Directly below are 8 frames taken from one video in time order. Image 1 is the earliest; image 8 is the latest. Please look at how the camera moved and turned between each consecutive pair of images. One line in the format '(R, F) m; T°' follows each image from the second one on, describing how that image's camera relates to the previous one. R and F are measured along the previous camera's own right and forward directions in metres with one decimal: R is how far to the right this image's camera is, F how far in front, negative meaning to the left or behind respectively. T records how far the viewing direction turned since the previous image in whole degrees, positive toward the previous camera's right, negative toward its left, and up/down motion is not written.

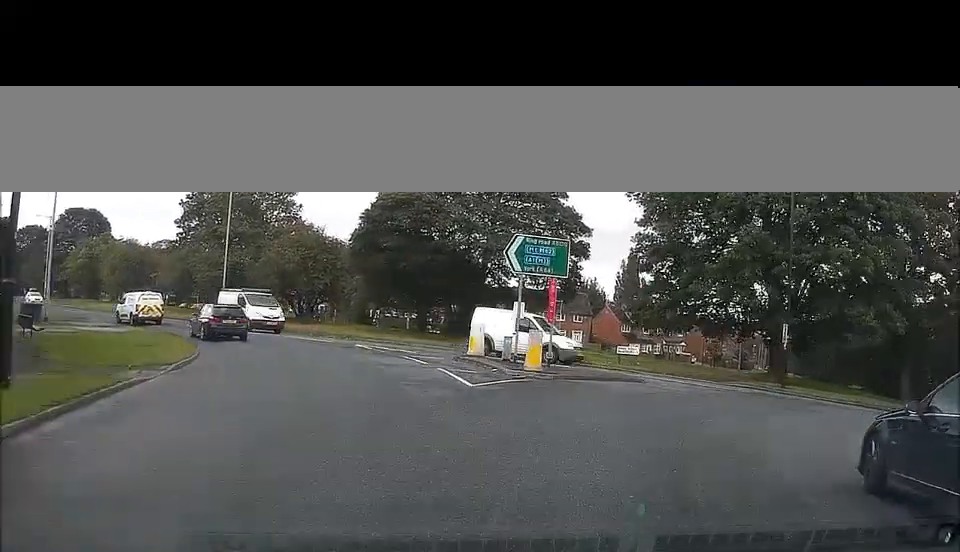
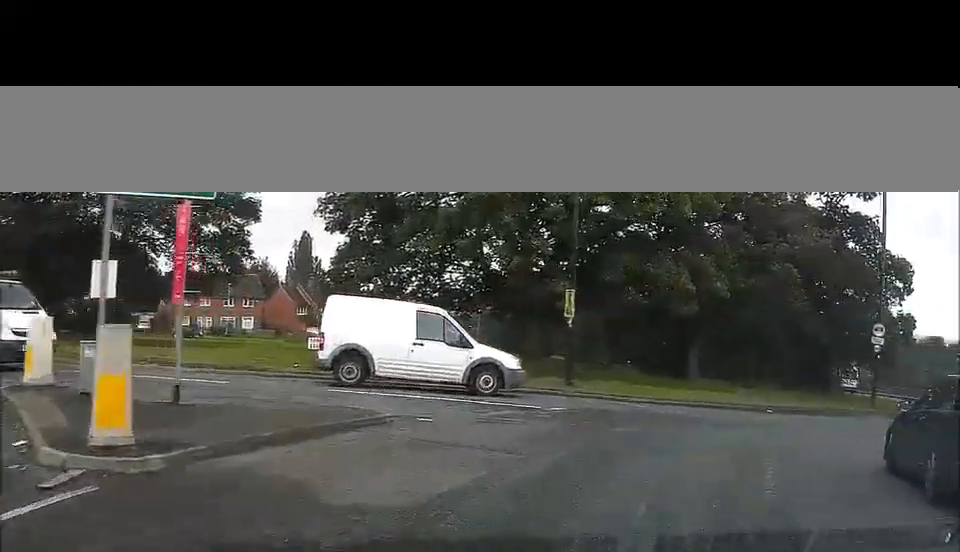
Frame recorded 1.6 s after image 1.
(+1.5, +11.8) m; +19°
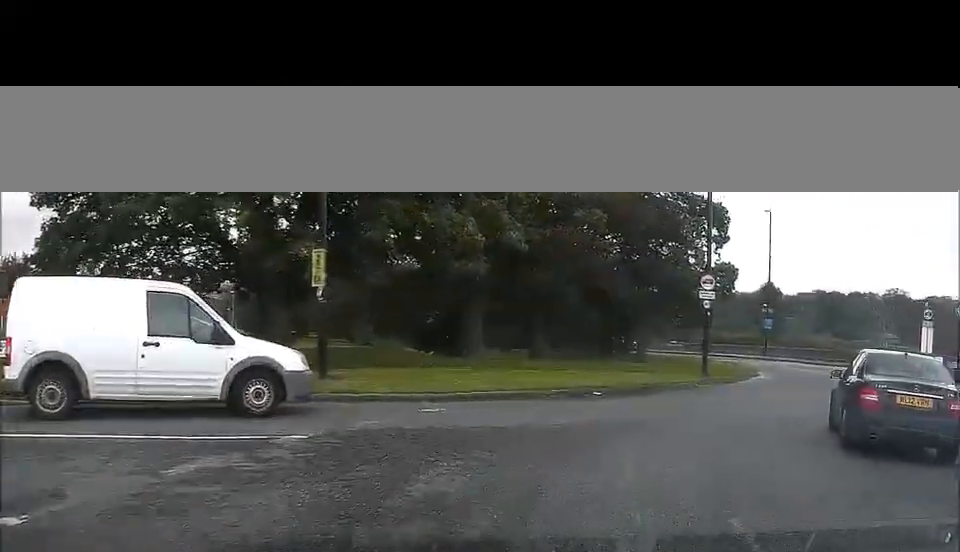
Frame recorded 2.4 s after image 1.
(+0.8, +6.4) m; +14°
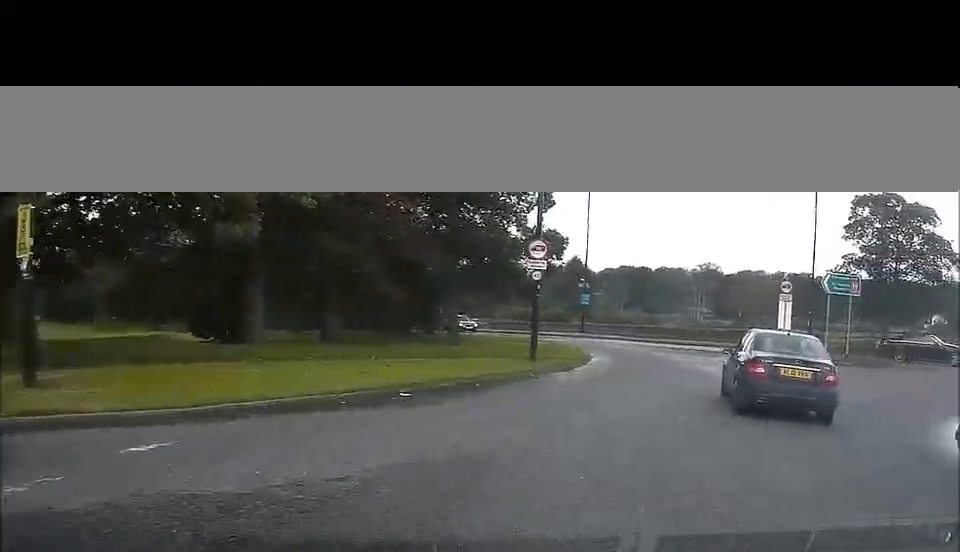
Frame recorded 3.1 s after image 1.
(+0.7, +5.1) m; +11°
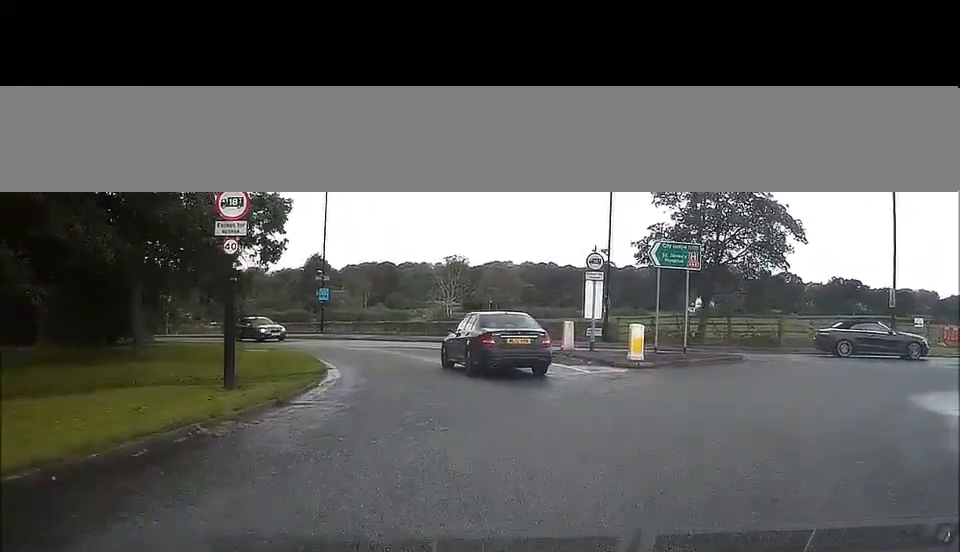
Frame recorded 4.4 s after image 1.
(+1.5, +9.0) m; +16°
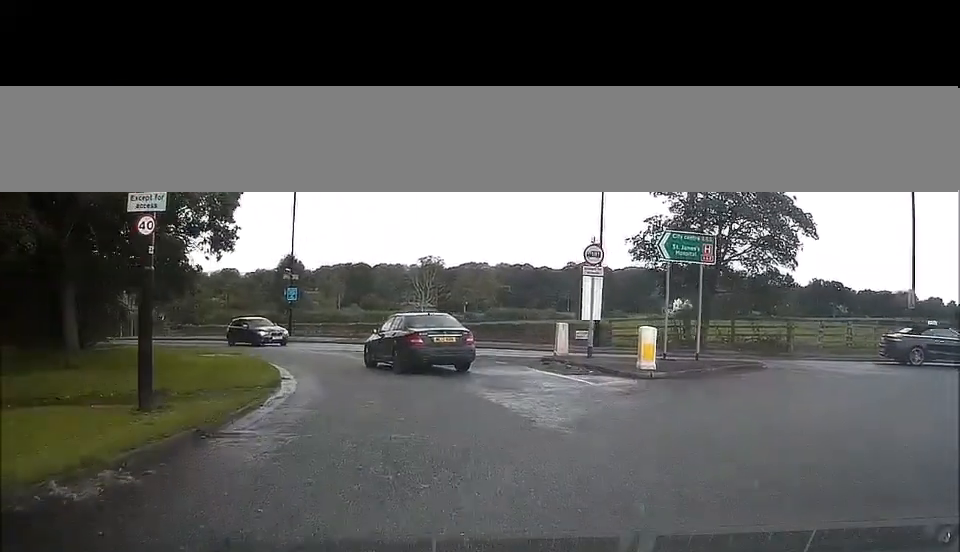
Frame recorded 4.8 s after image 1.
(+0.1, +3.1) m; +2°
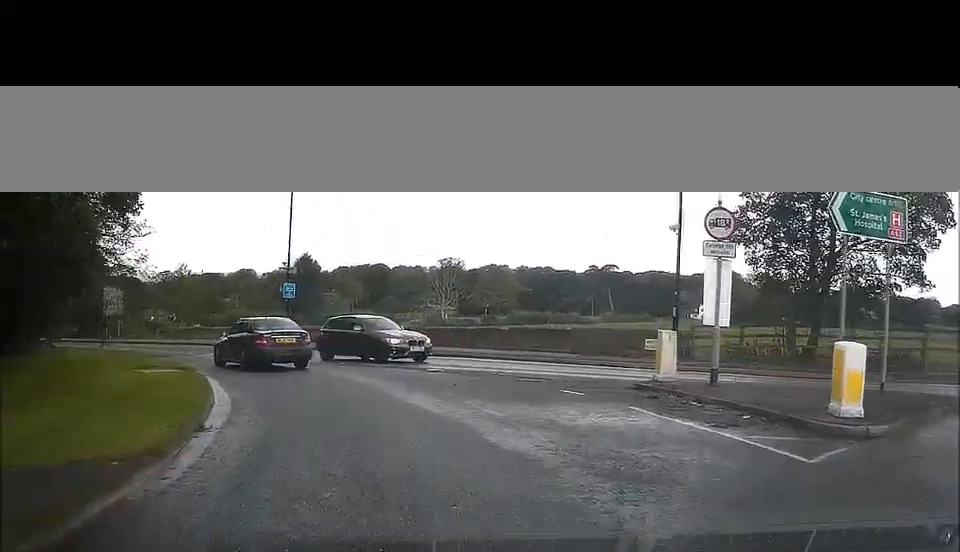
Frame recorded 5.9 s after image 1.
(+0.1, +7.9) m; 0°
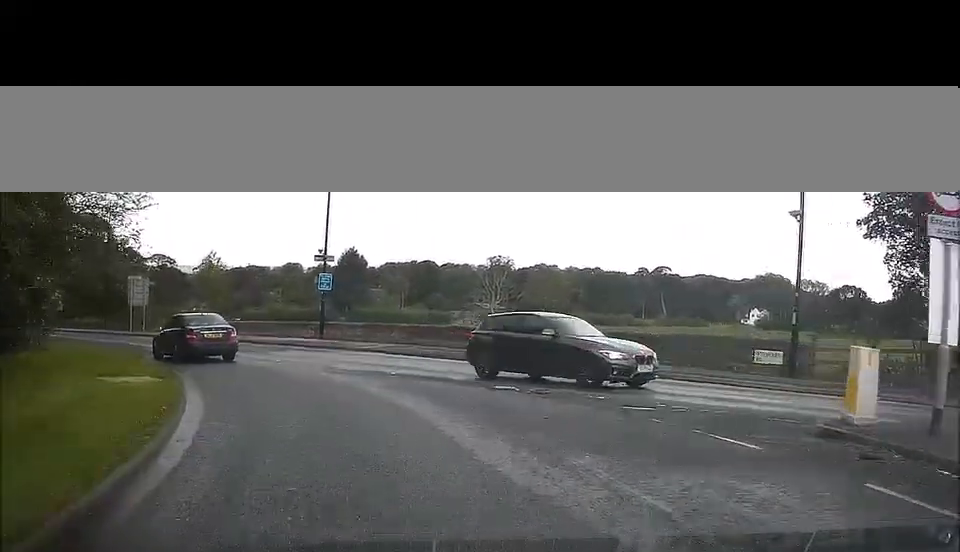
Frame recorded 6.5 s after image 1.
(-0.1, +5.3) m; -1°
